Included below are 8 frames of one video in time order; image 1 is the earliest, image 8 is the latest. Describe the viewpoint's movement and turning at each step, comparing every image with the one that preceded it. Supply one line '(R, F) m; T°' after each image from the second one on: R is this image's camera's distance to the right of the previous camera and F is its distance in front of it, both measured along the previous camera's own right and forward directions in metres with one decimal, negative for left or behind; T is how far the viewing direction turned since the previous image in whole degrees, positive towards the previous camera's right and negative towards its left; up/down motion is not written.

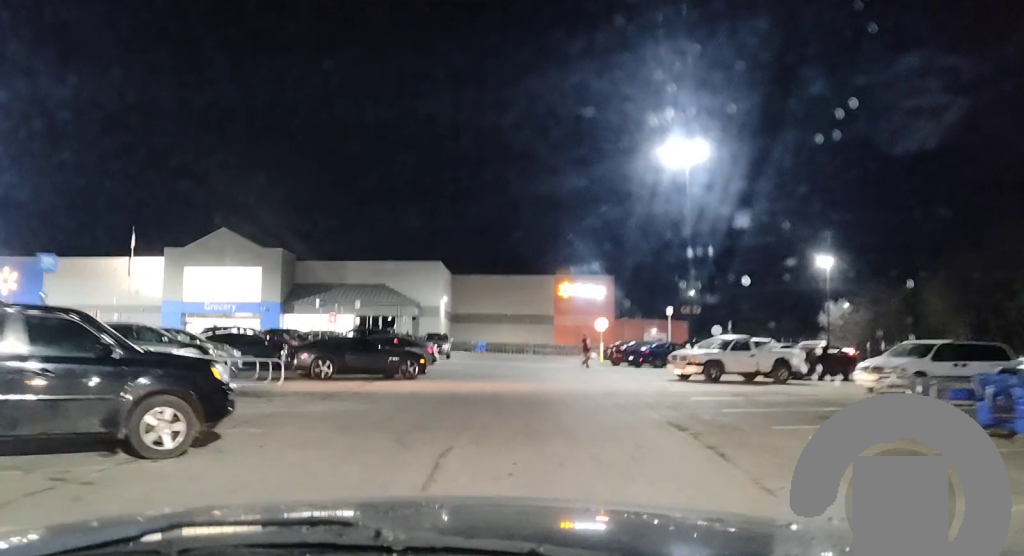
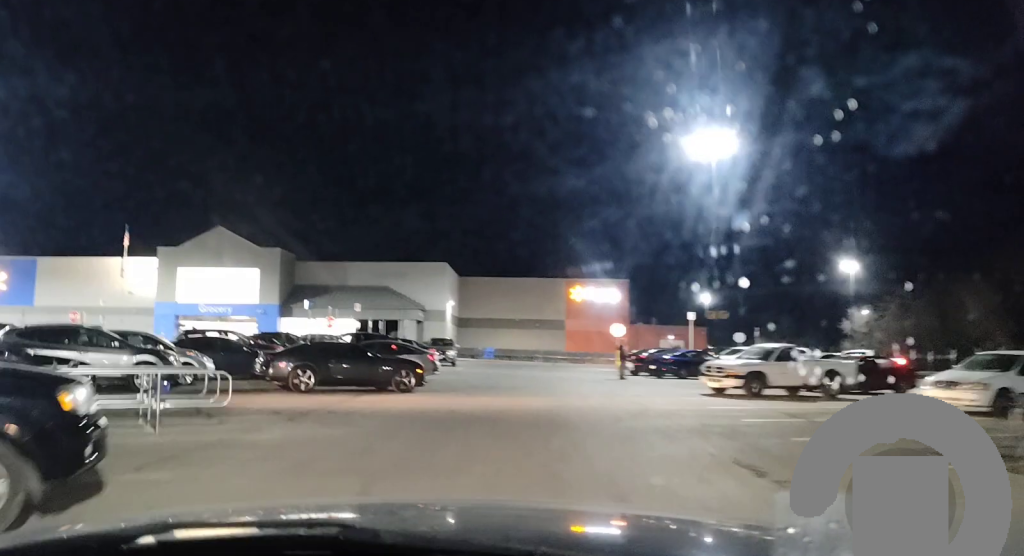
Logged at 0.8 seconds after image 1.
(-0.1, +3.6) m; 0°
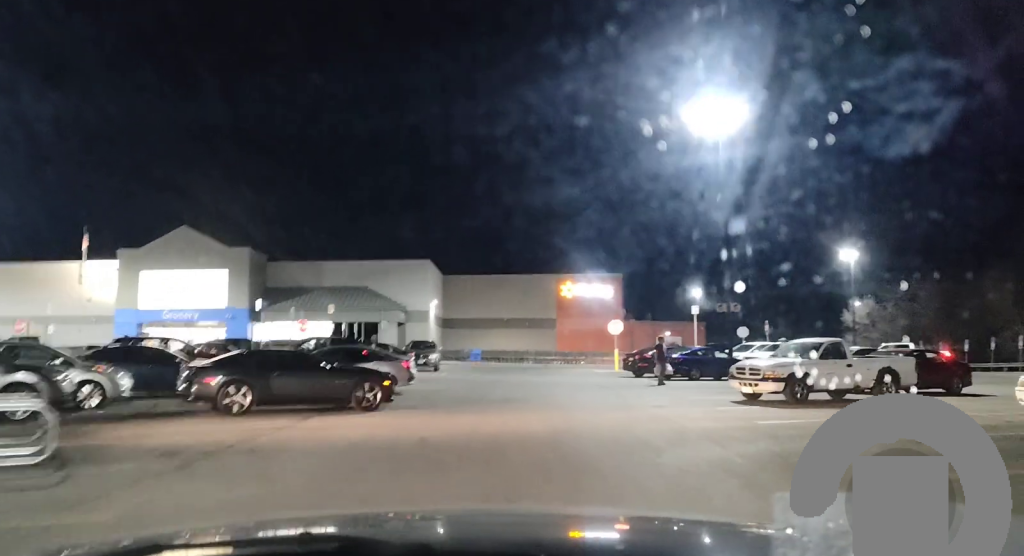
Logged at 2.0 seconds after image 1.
(+0.1, +4.7) m; +4°
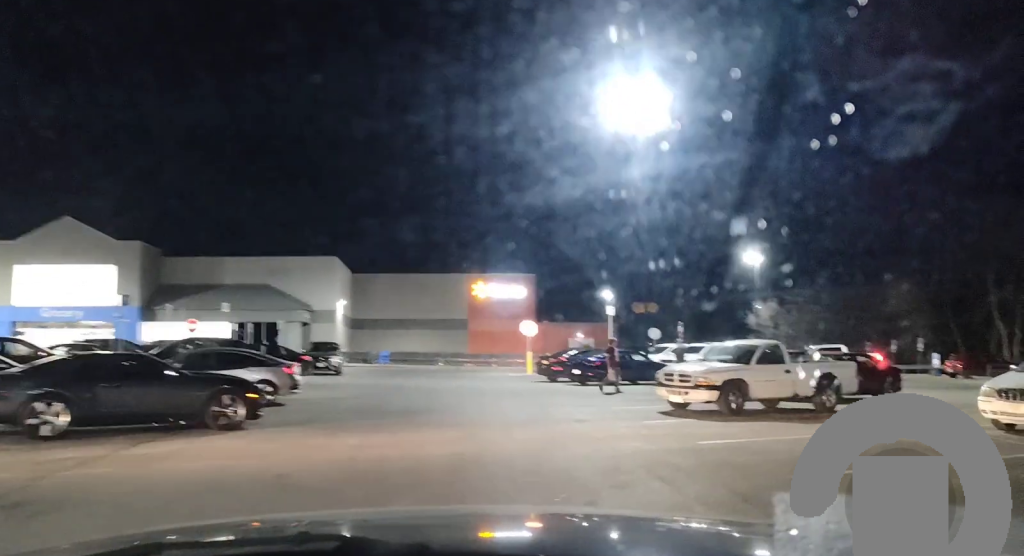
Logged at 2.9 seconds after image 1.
(+0.1, +3.5) m; +10°
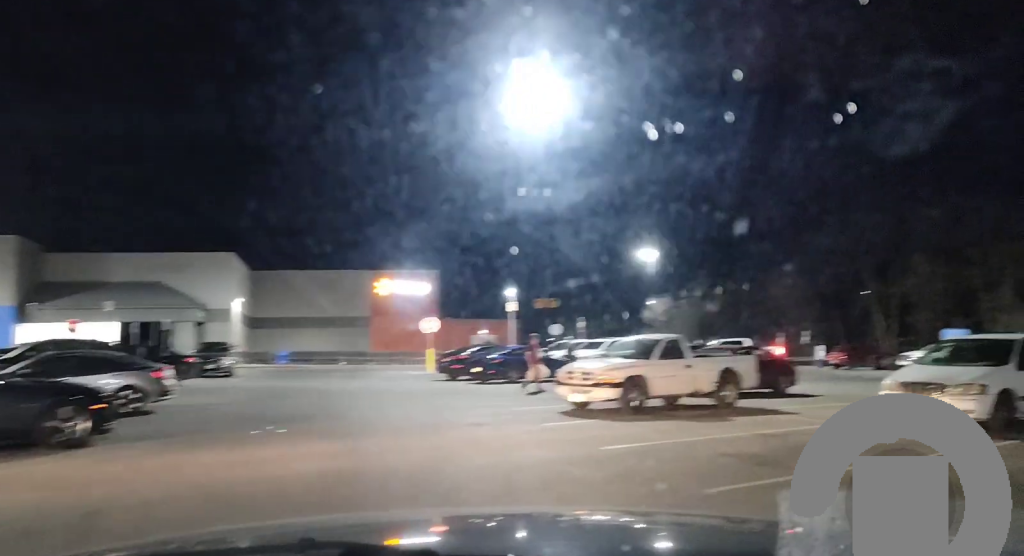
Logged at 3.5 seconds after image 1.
(-0.1, +1.8) m; +9°
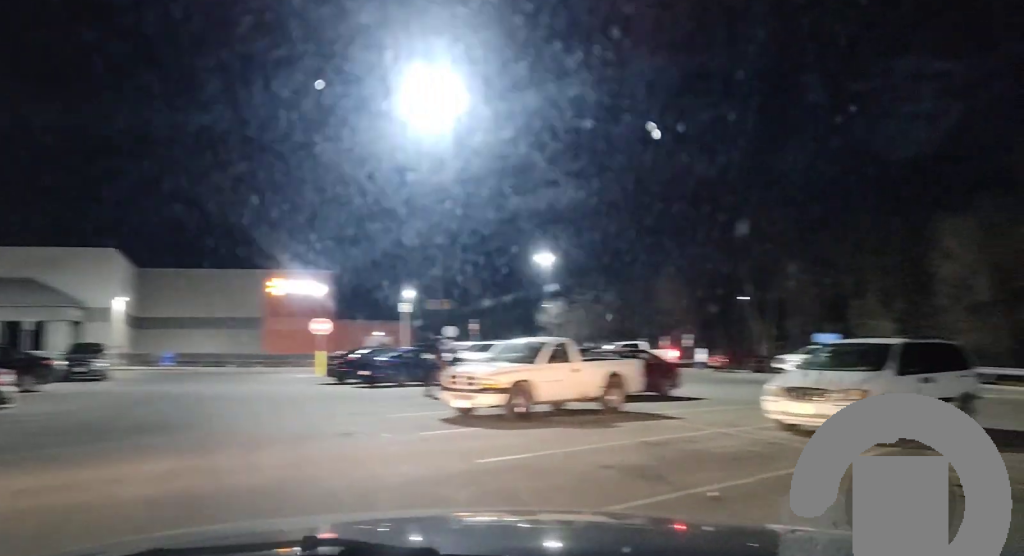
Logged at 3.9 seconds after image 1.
(+0.3, +1.3) m; +9°
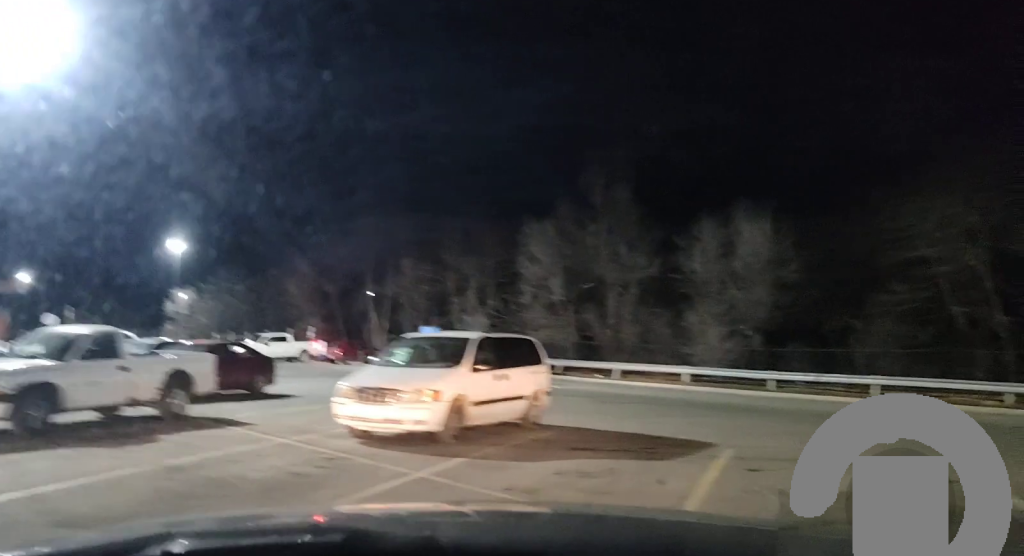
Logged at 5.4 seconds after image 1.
(+1.0, +4.0) m; +22°
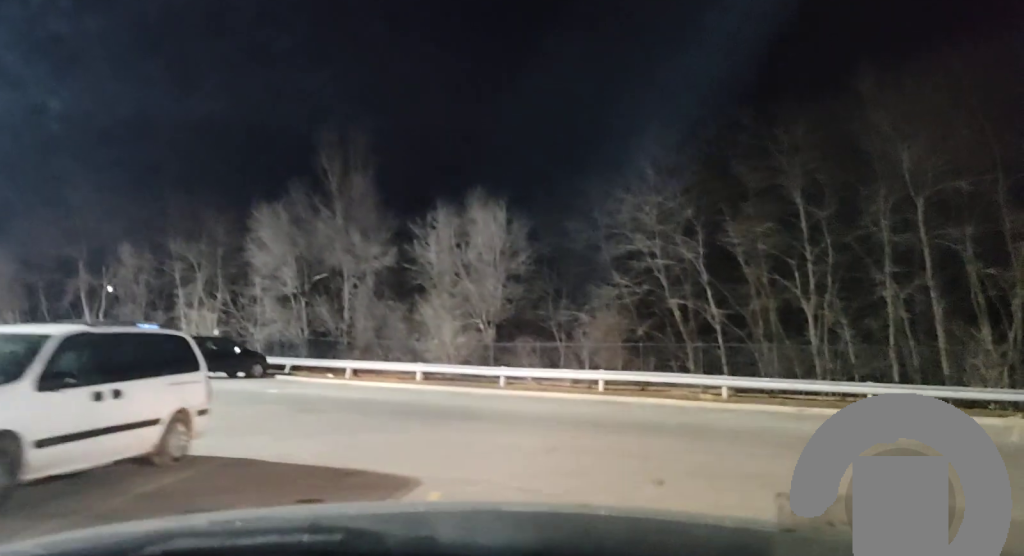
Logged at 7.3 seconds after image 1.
(+0.5, +4.5) m; +12°
